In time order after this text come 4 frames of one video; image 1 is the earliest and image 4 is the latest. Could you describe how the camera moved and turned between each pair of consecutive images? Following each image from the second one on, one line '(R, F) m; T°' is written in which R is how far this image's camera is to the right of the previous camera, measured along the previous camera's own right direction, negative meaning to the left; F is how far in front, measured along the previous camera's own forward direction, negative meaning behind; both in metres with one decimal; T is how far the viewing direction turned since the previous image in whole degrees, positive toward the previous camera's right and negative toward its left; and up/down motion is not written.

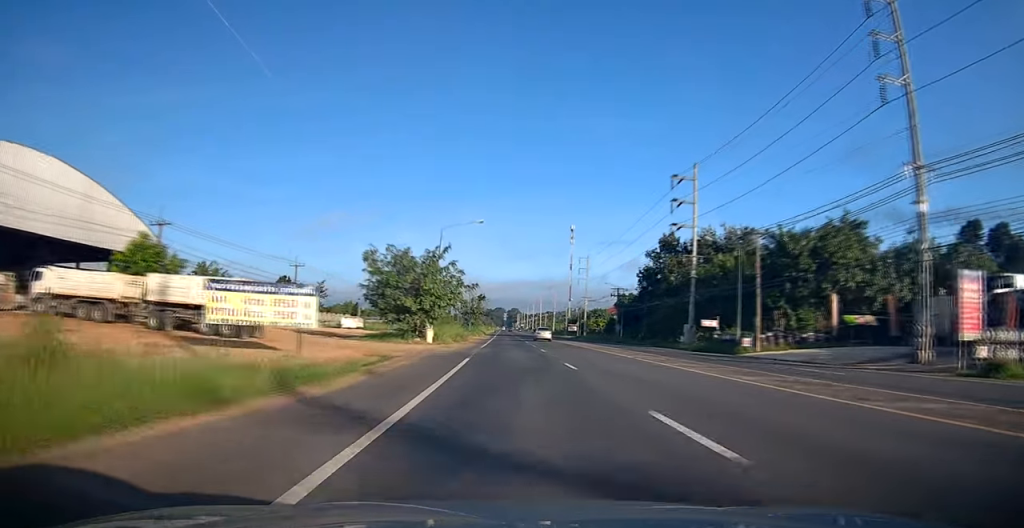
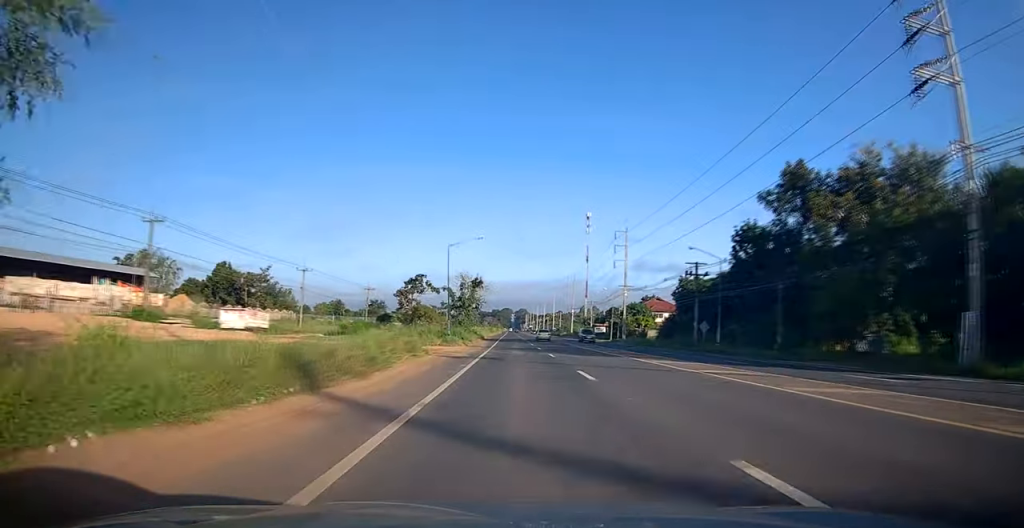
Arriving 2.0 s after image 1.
(-0.1, +39.3) m; 0°
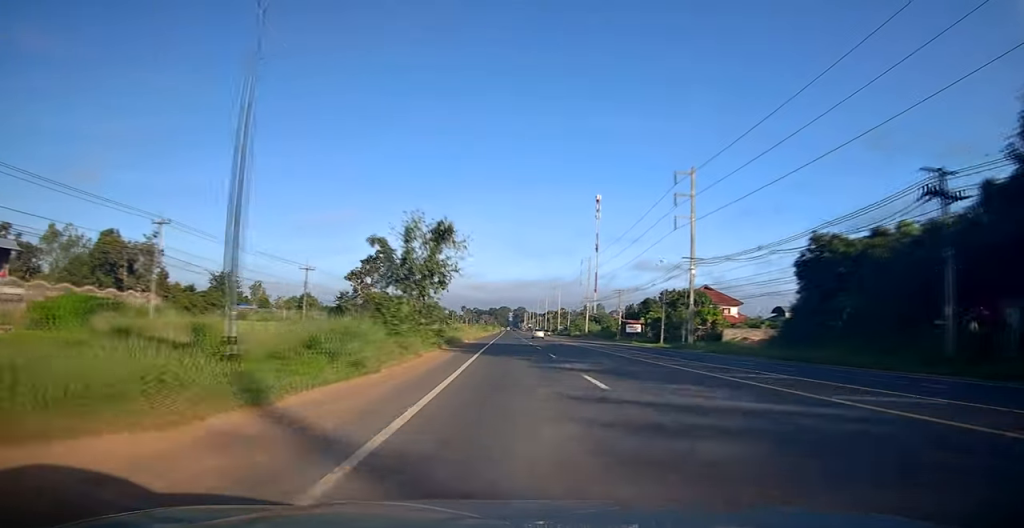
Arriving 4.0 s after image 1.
(0.0, +38.0) m; 0°
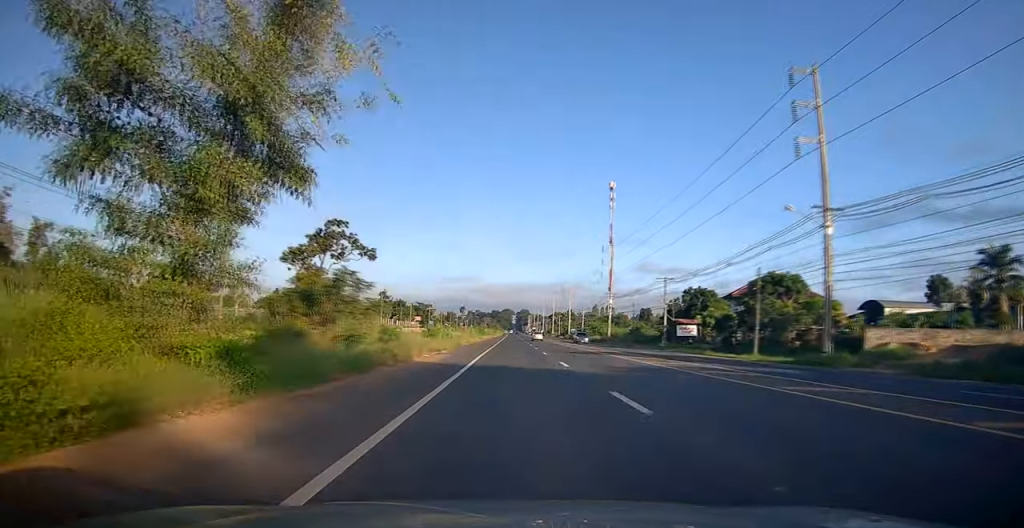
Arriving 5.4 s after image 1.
(+0.3, +27.6) m; 0°
